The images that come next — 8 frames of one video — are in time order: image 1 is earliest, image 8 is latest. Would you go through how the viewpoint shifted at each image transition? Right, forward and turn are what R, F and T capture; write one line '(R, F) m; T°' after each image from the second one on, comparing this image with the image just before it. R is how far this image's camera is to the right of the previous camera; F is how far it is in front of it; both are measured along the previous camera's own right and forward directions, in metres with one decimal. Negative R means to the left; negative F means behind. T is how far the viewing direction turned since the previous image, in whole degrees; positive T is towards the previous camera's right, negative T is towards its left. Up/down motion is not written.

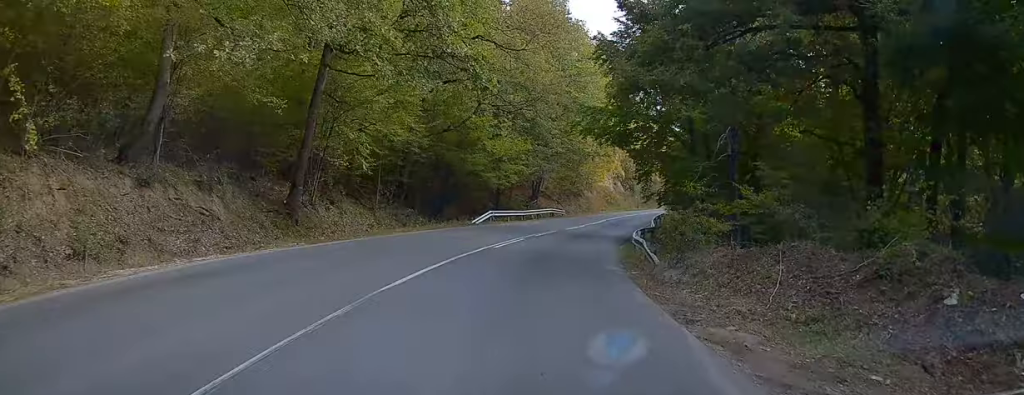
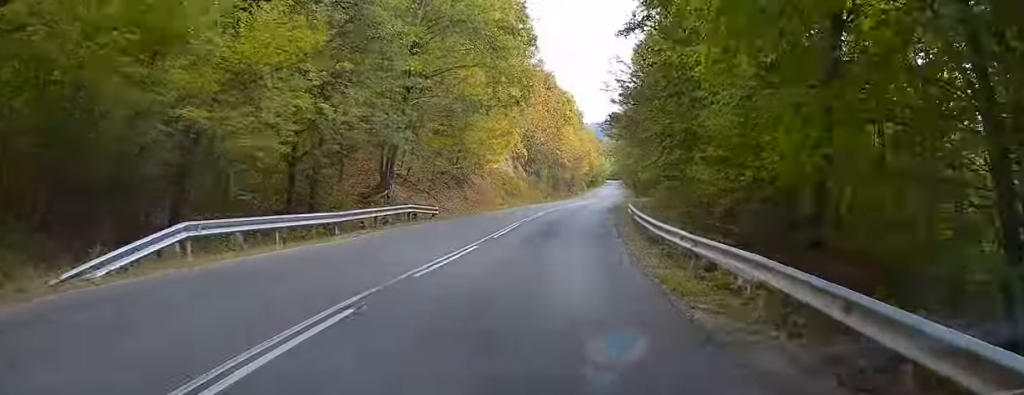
(+2.5, +26.6) m; +10°
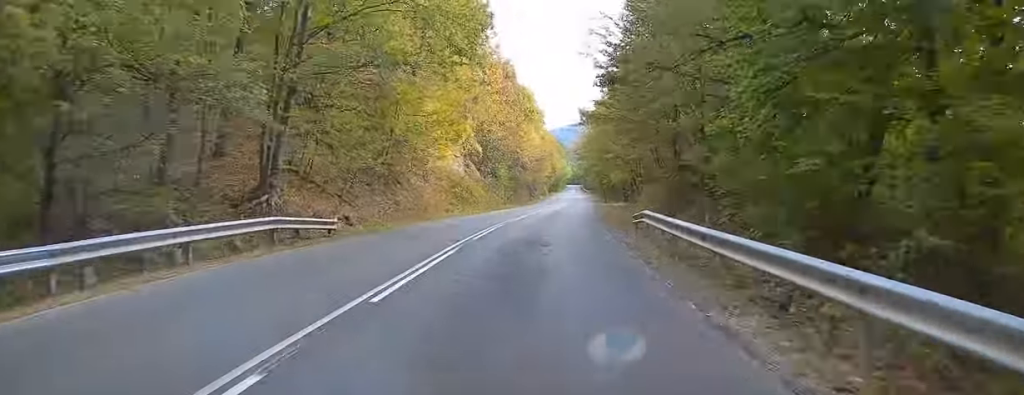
(+0.5, +11.0) m; +3°
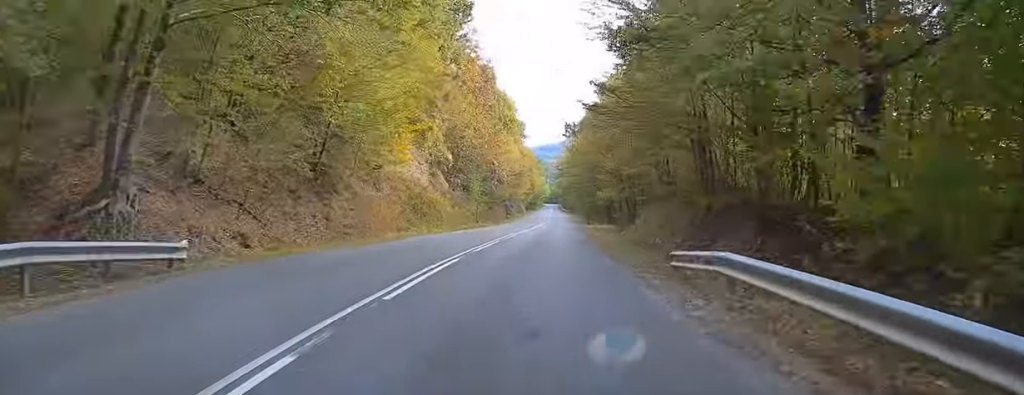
(+0.2, +8.0) m; +2°
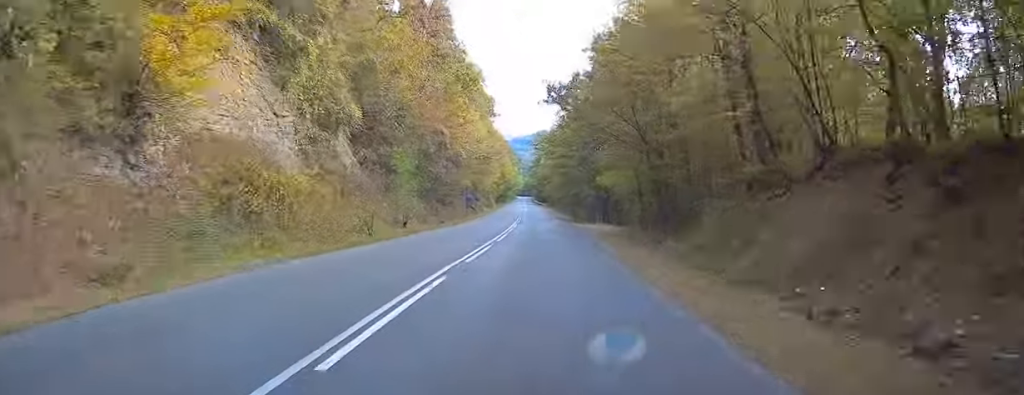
(+0.7, +20.6) m; +3°
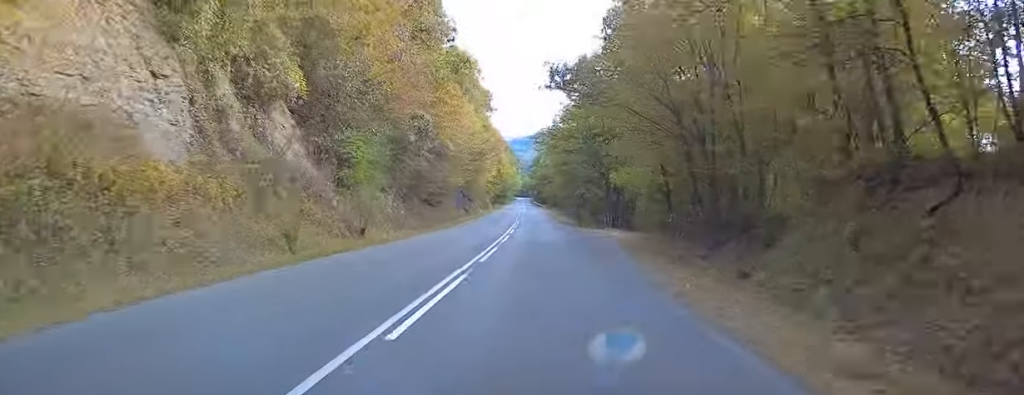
(+0.1, +7.7) m; +1°
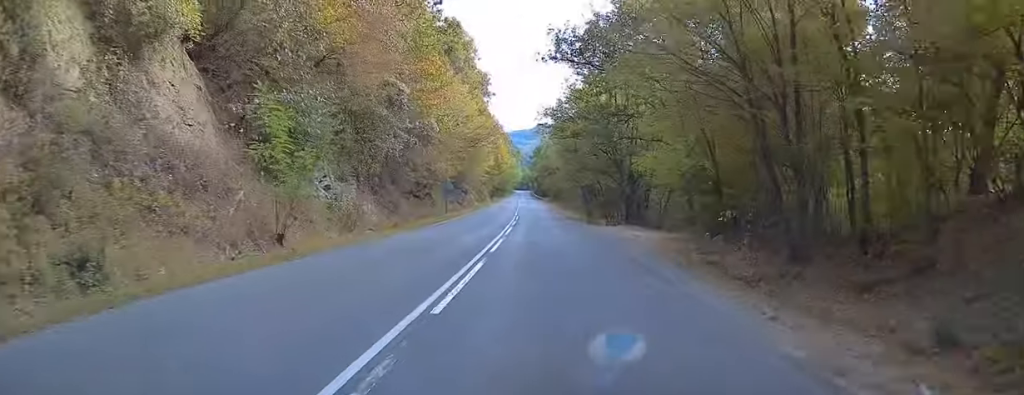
(0.0, +7.7) m; +1°
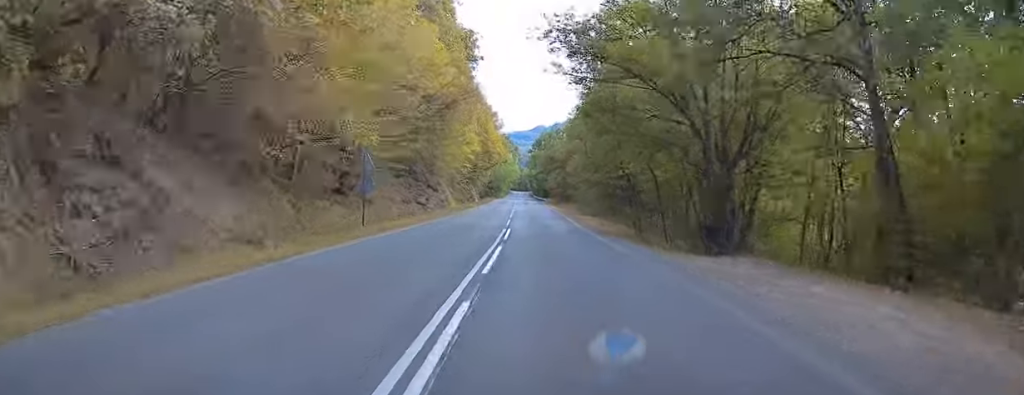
(+0.4, +23.6) m; +1°
